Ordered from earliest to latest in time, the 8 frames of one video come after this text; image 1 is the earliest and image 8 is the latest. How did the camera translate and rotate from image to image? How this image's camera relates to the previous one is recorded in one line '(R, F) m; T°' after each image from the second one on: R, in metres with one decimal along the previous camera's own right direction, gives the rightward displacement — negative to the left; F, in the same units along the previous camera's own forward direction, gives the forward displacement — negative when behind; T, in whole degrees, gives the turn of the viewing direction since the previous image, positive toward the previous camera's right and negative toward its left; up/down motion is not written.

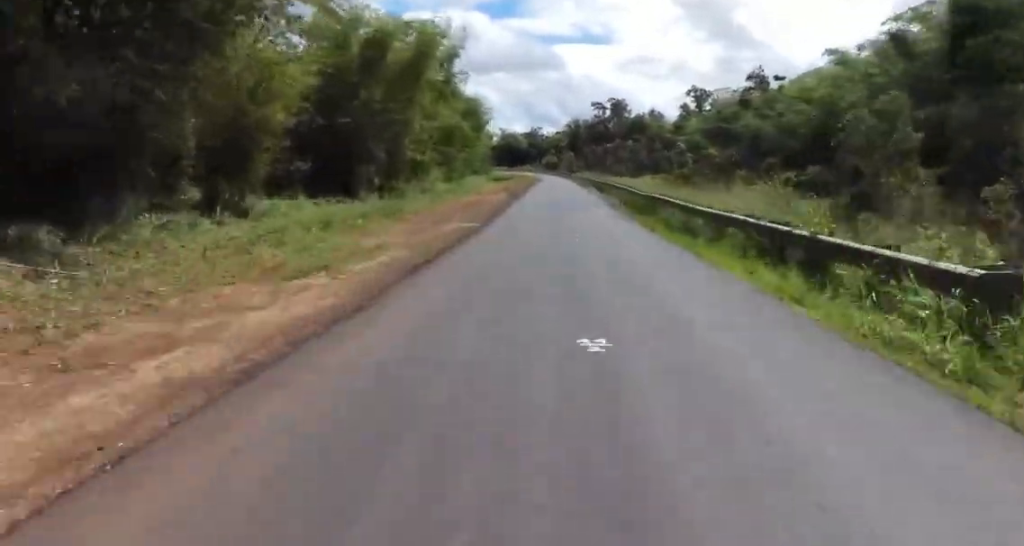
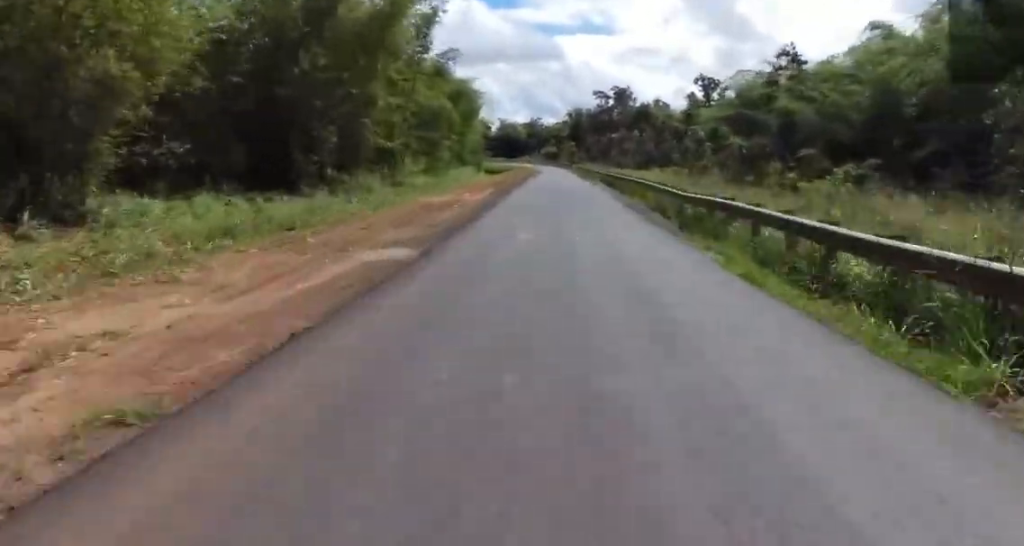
(-0.7, +10.2) m; 0°
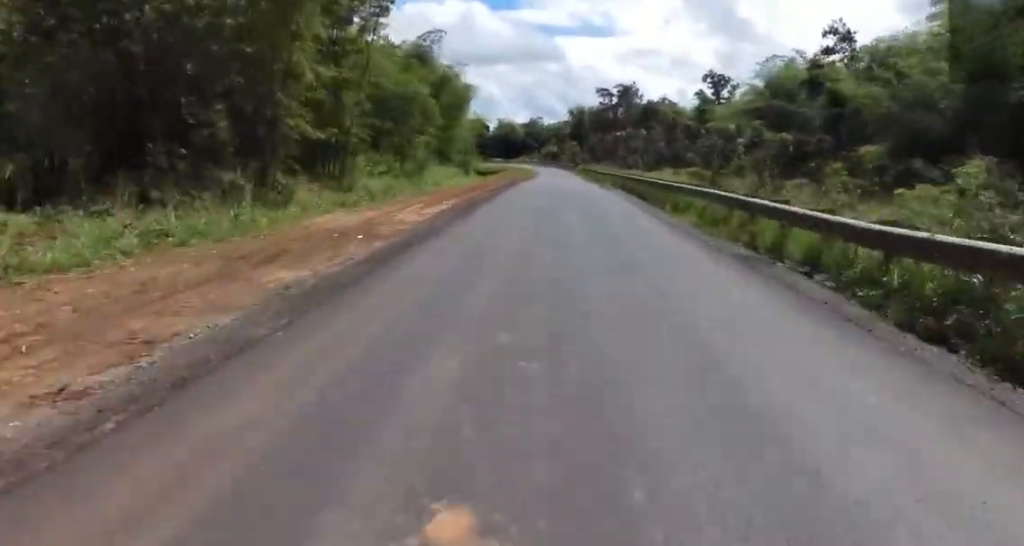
(+0.7, +11.7) m; 0°
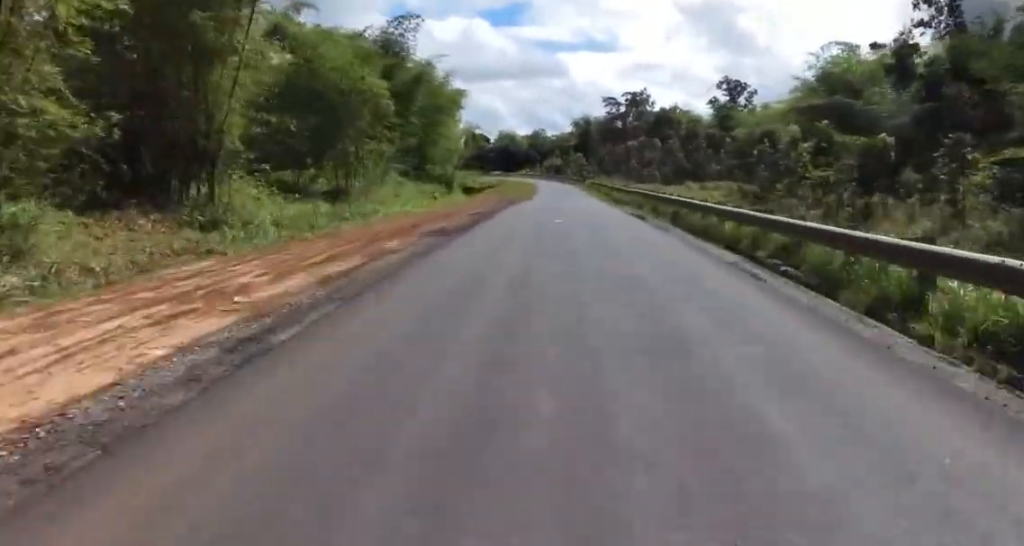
(+0.5, +14.6) m; 0°
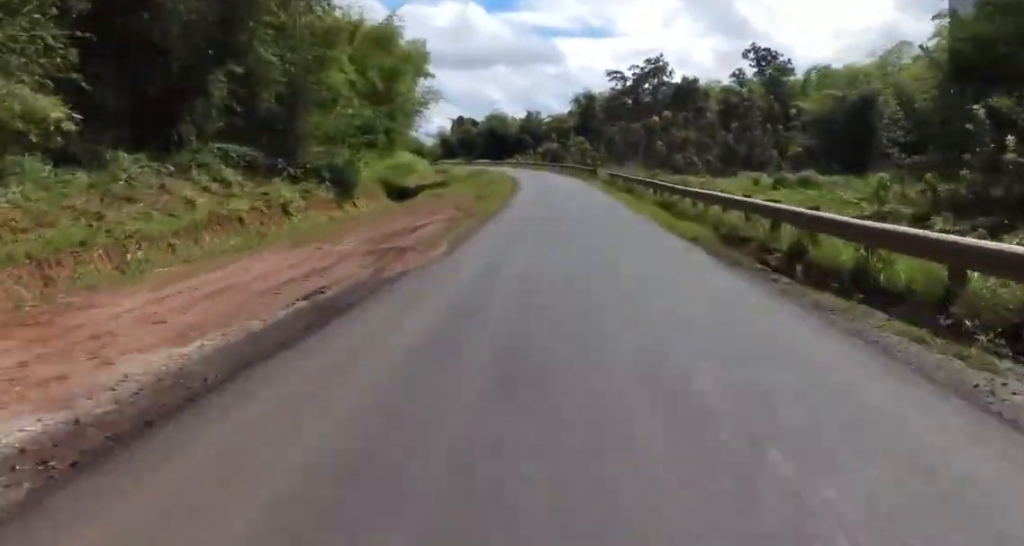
(-0.5, +29.6) m; +2°
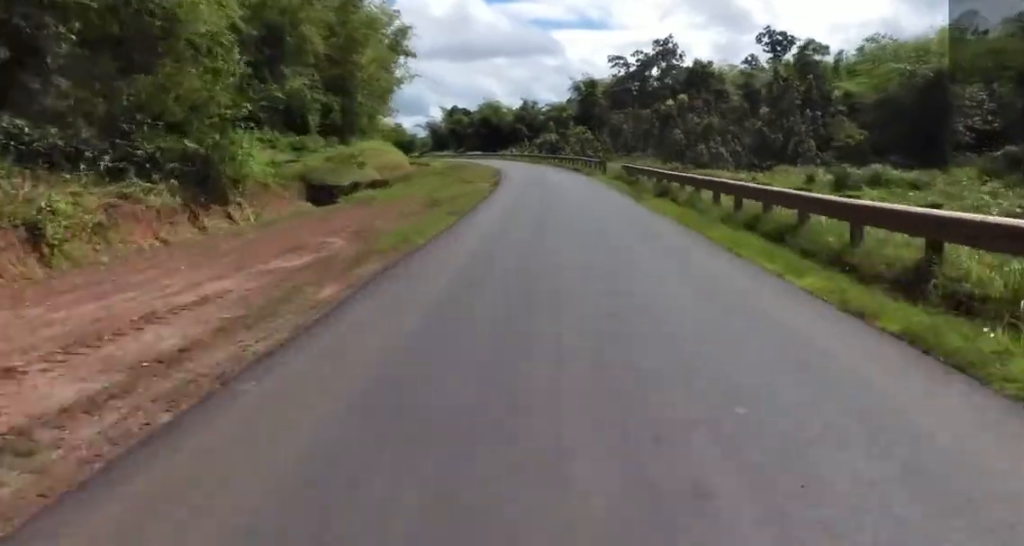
(+0.4, +11.5) m; +1°
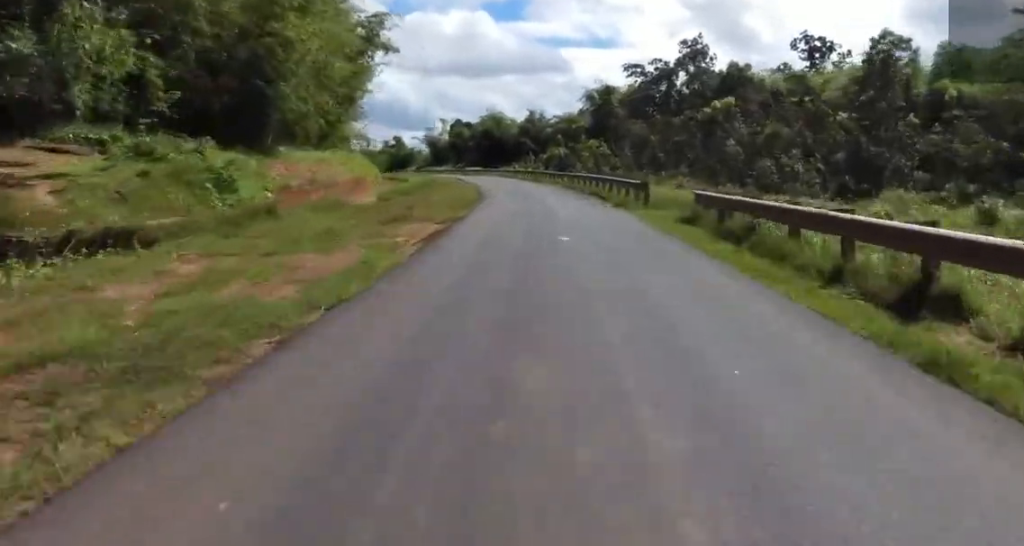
(-0.1, +17.0) m; -3°
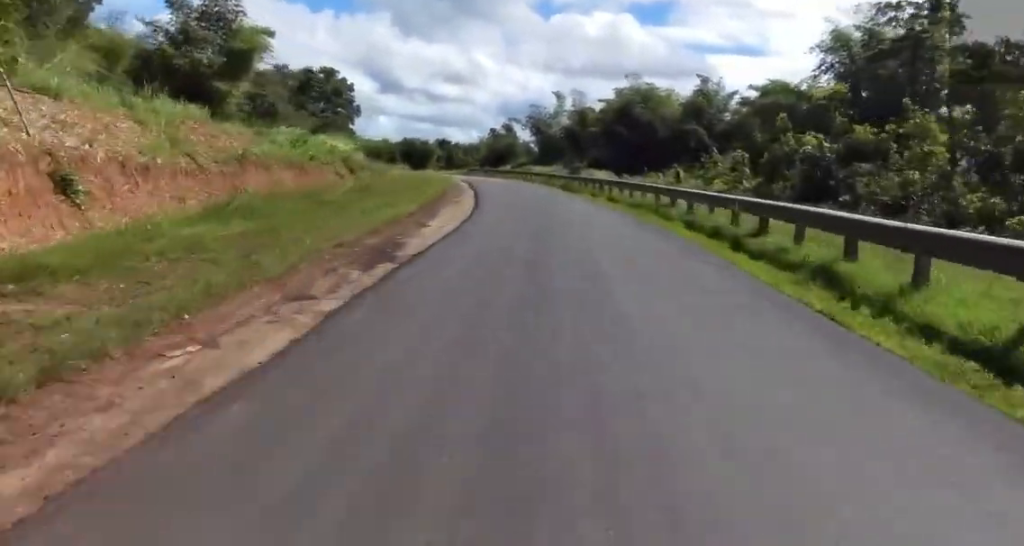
(-12.1, +59.0) m; -20°
